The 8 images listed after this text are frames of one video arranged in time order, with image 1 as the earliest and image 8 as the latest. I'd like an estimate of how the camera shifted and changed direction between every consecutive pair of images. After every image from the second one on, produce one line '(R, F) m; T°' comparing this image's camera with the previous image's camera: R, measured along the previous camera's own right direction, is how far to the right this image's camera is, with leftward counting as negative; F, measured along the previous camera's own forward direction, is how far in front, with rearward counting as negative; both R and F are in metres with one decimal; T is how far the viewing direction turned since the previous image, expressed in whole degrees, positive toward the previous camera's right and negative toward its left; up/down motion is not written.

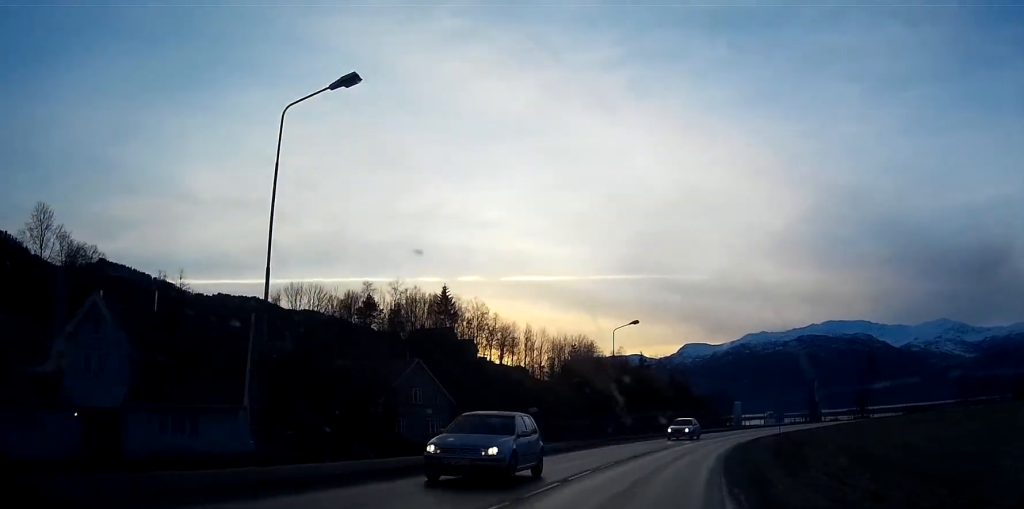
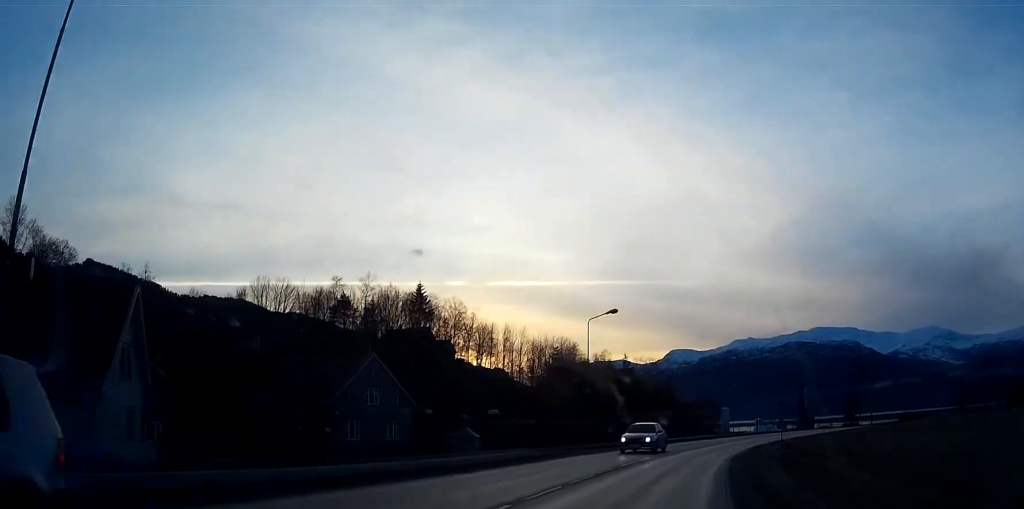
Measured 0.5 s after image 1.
(0.0, +8.0) m; +1°
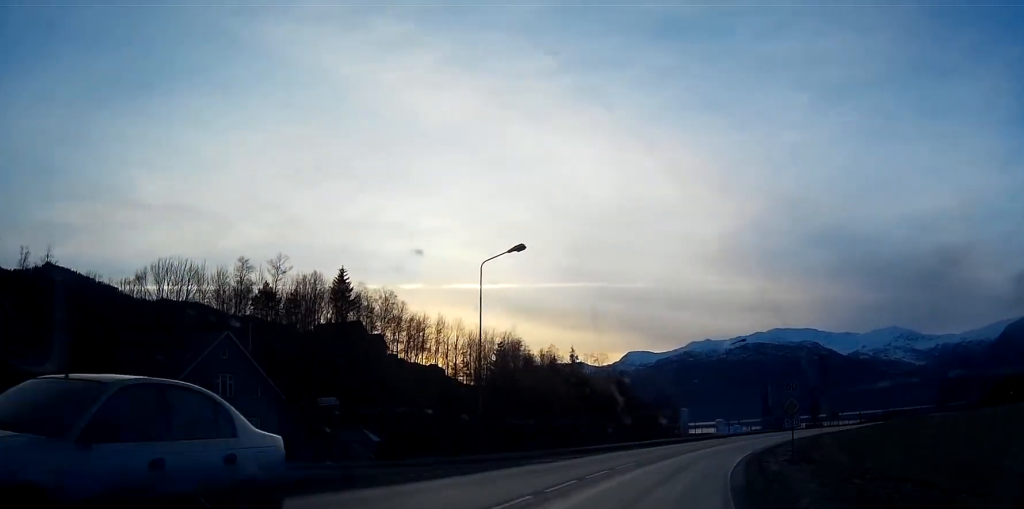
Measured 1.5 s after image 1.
(+0.6, +18.3) m; +3°
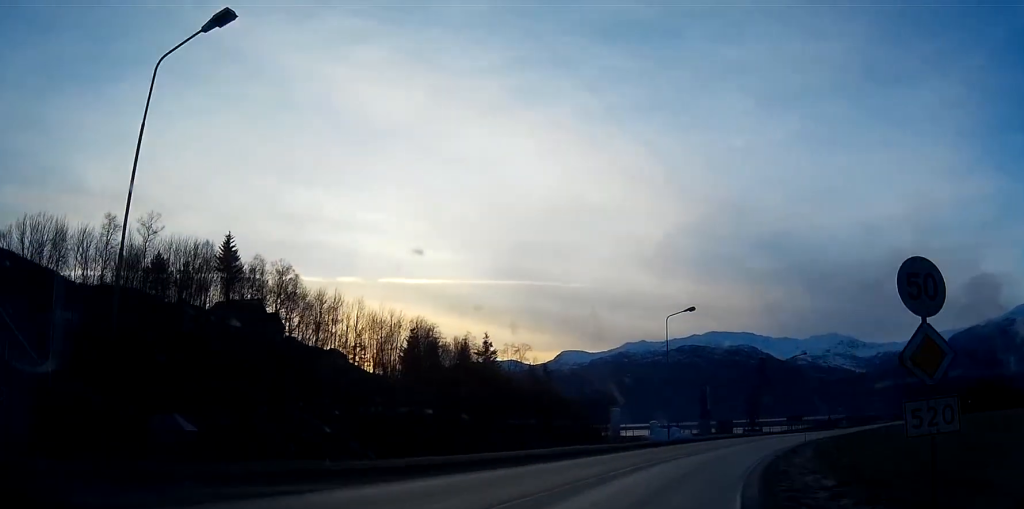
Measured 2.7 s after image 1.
(+0.7, +20.2) m; +4°
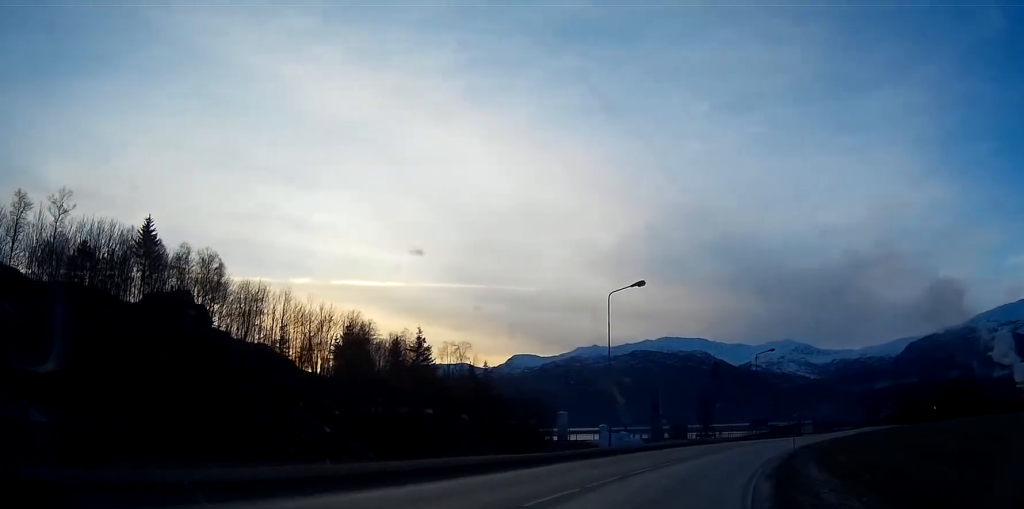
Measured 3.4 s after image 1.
(+0.2, +11.1) m; +3°
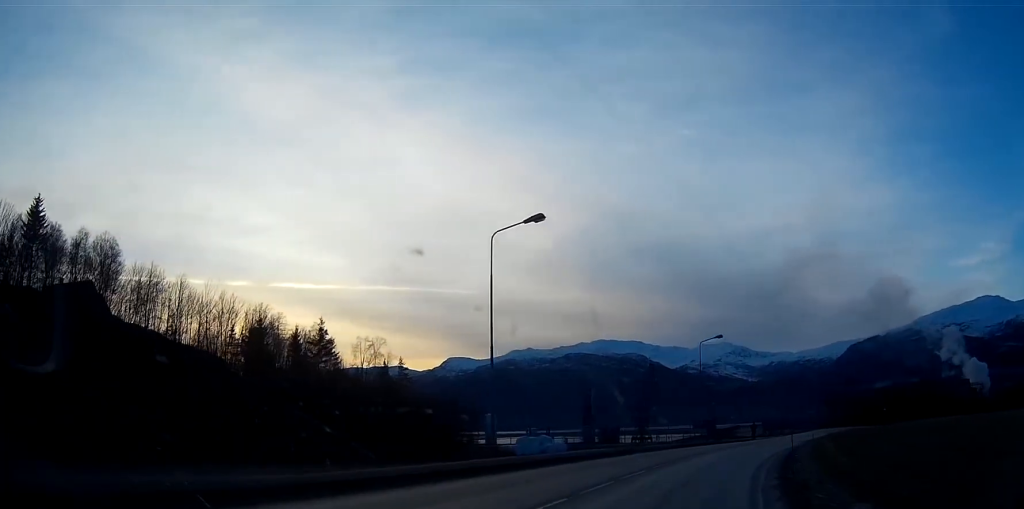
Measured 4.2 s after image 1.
(+0.4, +13.8) m; +4°
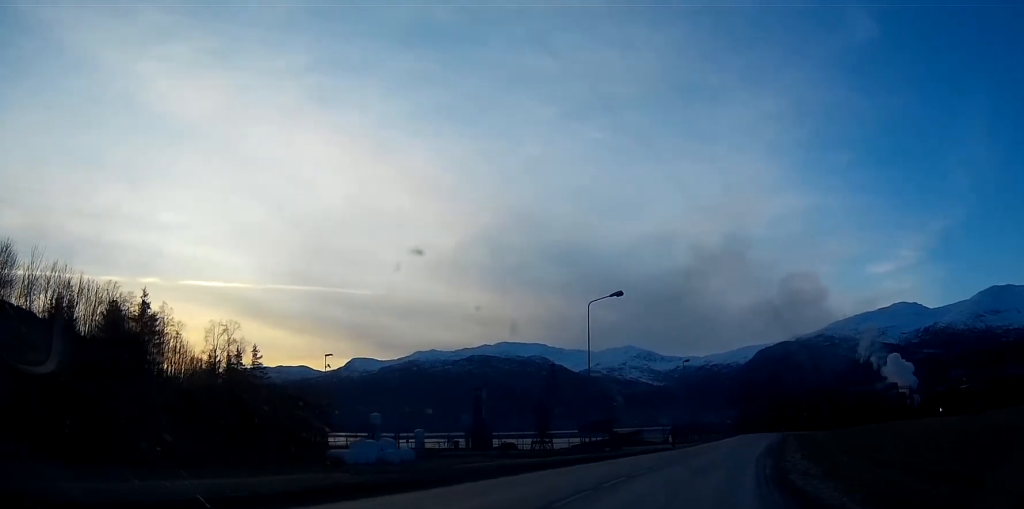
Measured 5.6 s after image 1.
(+1.7, +22.7) m; +7°
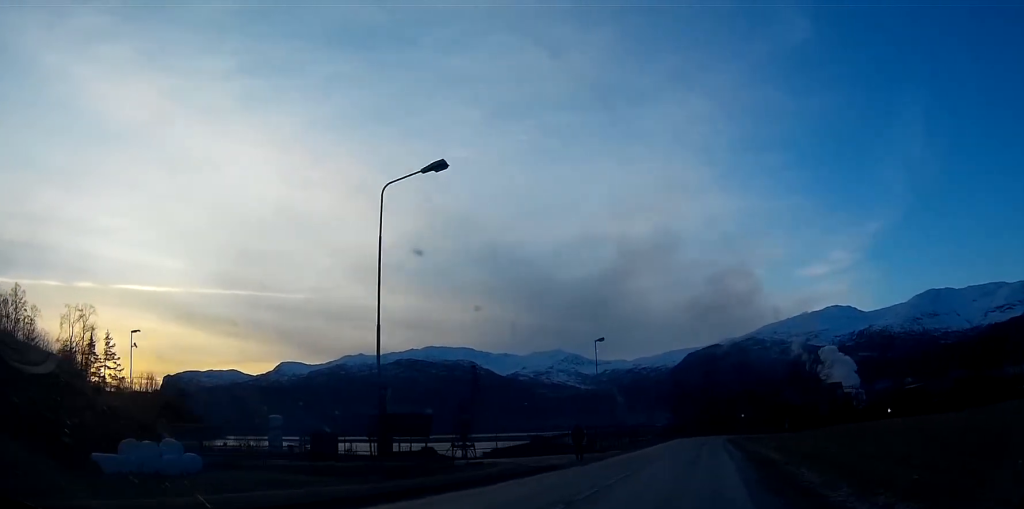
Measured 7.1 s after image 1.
(+1.2, +22.8) m; +5°
